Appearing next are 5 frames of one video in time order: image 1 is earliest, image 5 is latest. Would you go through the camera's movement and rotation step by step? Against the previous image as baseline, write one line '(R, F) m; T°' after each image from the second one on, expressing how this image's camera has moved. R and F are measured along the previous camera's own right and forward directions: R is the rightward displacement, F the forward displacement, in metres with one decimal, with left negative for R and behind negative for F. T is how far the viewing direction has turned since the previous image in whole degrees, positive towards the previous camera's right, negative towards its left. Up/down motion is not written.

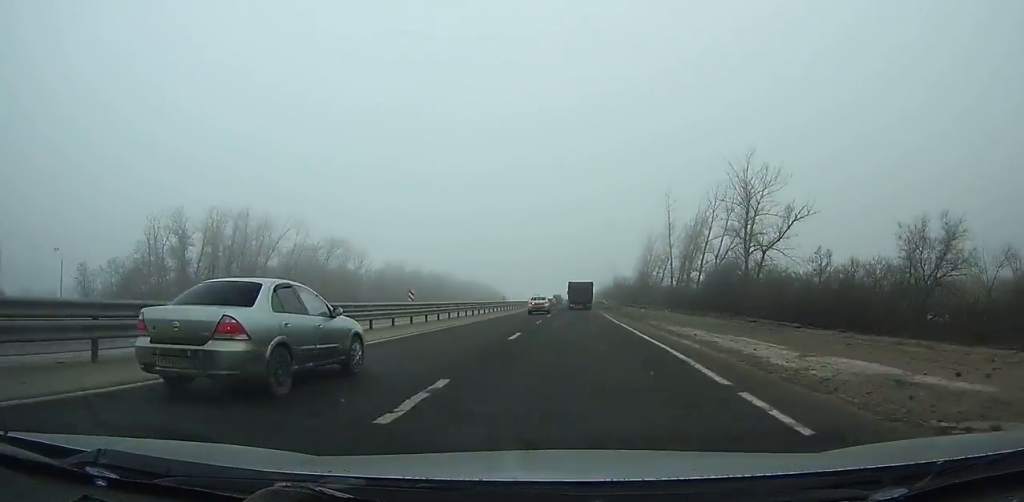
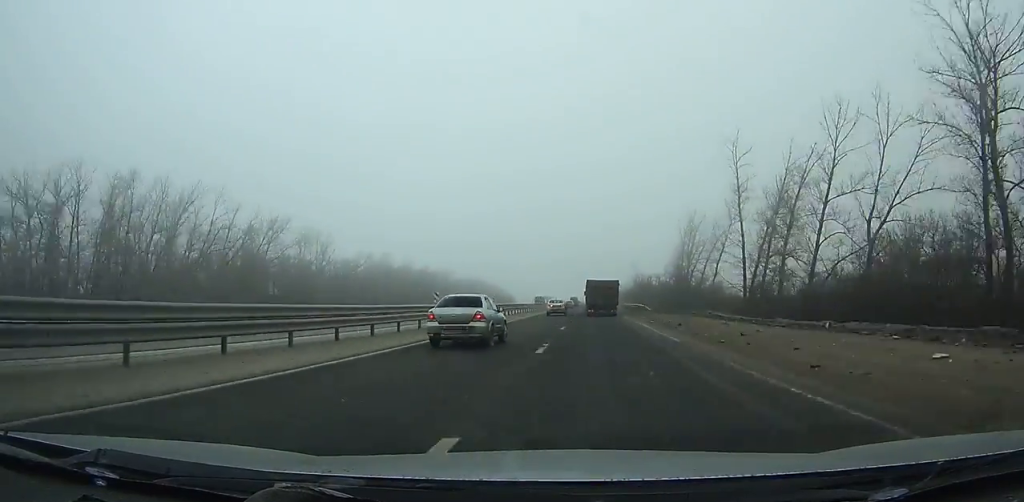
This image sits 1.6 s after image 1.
(-0.3, +41.7) m; 0°
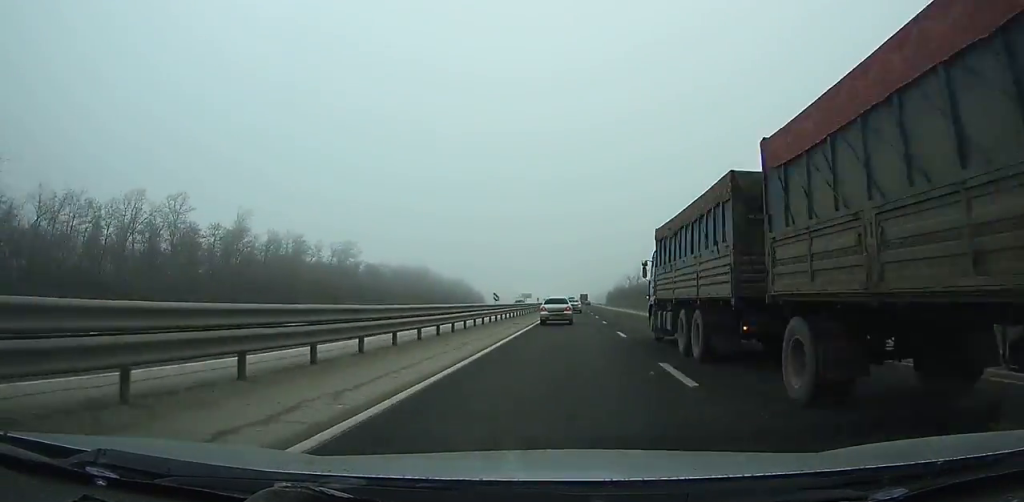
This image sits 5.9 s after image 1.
(+0.9, +115.8) m; +1°
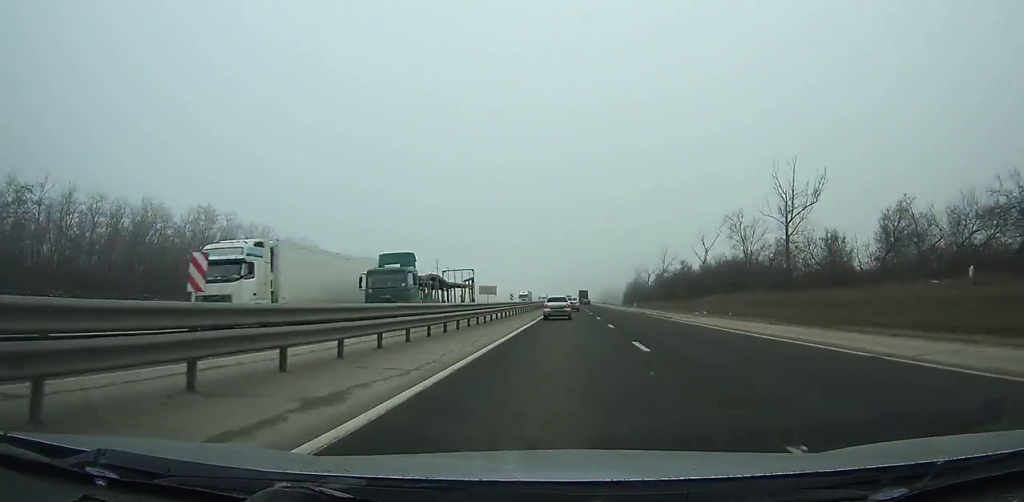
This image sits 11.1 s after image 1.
(+0.6, +147.0) m; 0°
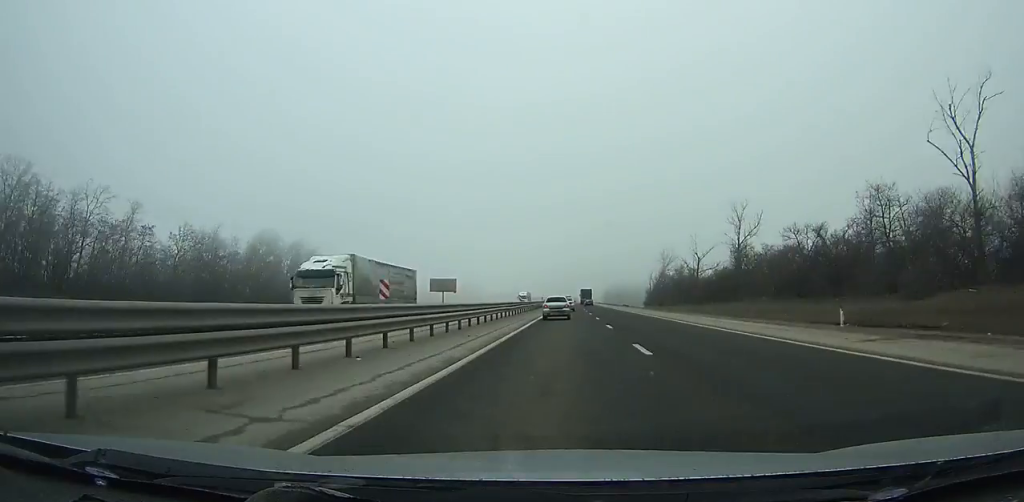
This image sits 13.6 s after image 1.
(0.0, +73.0) m; 0°
